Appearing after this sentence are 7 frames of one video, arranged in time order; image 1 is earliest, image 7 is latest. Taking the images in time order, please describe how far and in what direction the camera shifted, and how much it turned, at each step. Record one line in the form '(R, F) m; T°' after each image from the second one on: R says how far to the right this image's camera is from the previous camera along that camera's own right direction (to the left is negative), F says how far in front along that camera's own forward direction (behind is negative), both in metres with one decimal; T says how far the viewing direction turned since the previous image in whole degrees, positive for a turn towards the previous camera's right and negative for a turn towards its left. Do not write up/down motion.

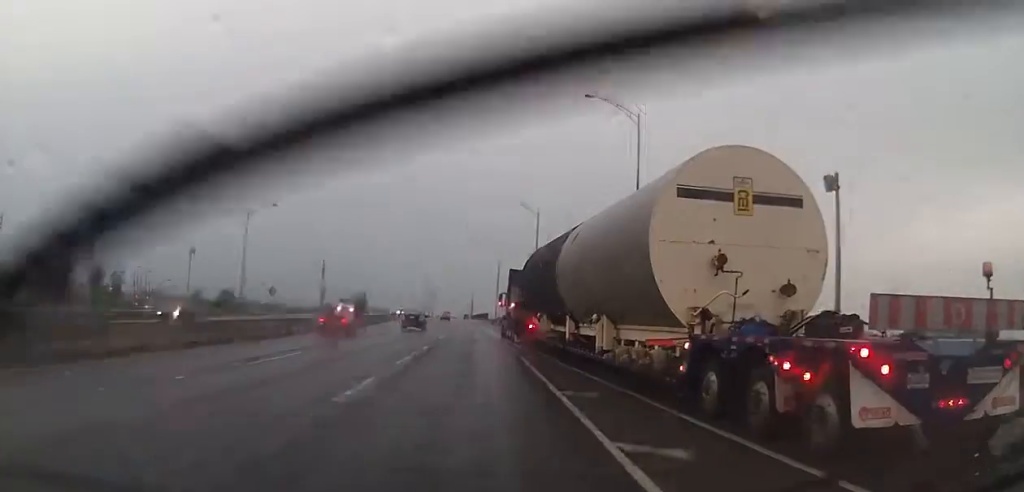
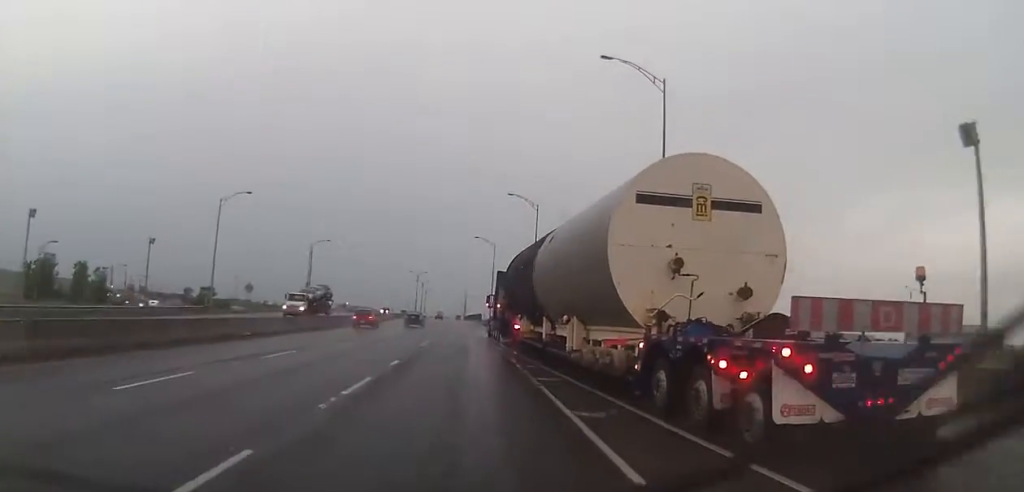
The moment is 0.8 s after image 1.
(+0.1, +7.9) m; 0°
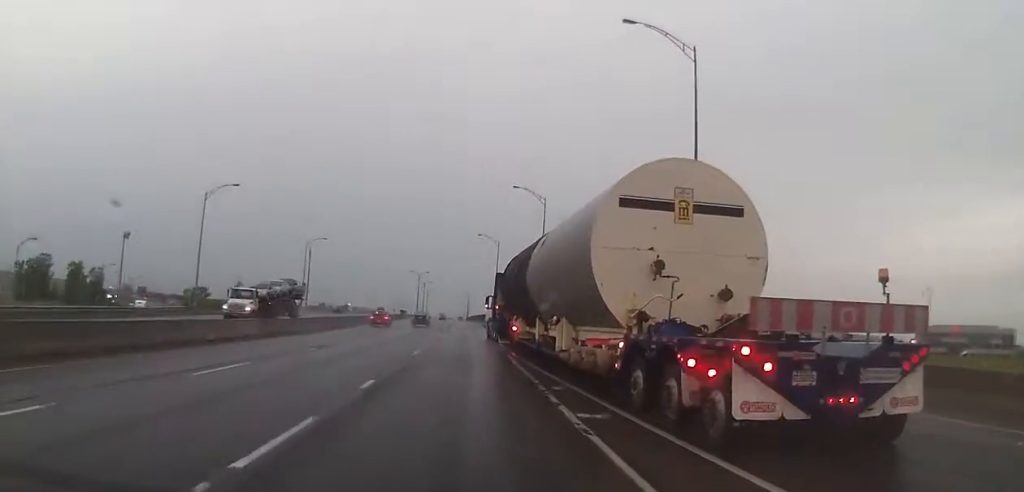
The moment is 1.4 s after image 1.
(+0.2, +5.3) m; -1°
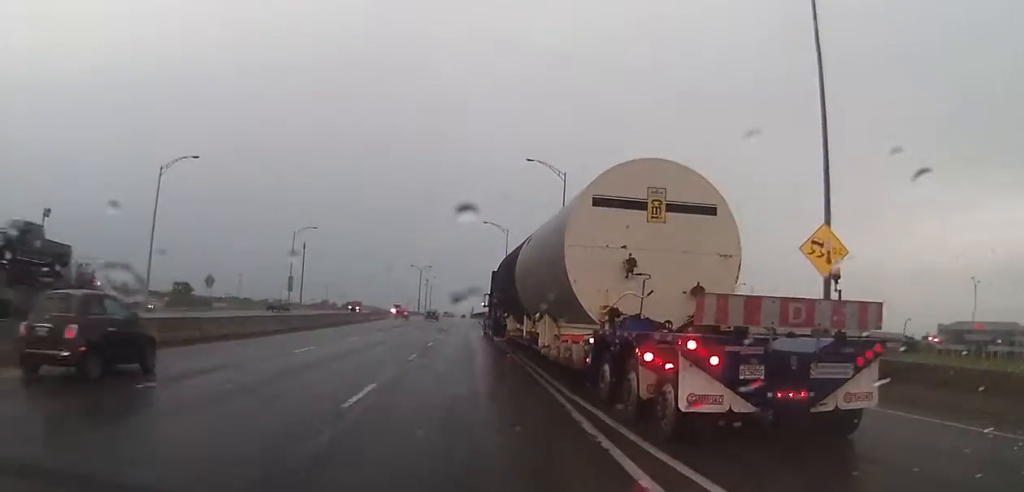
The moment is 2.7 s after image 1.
(-0.5, +12.5) m; -1°
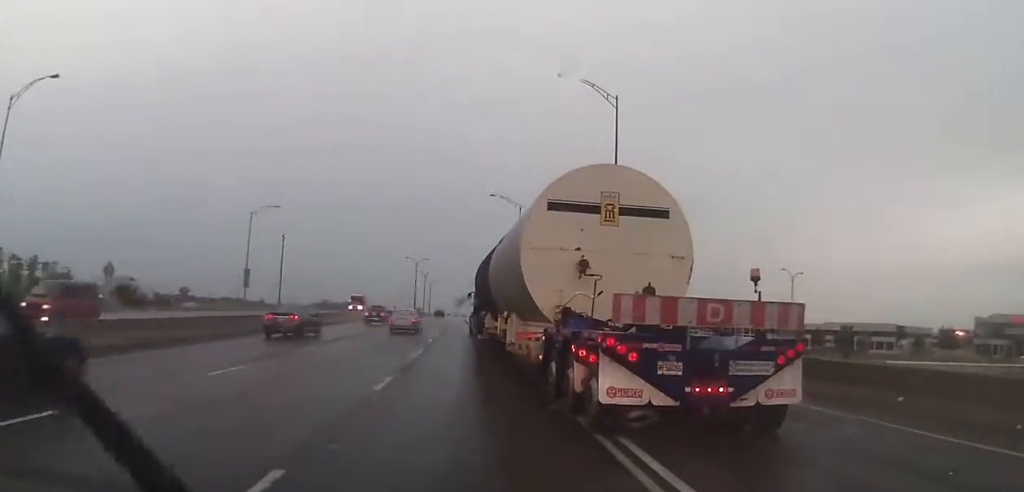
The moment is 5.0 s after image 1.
(+0.5, +23.4) m; 0°
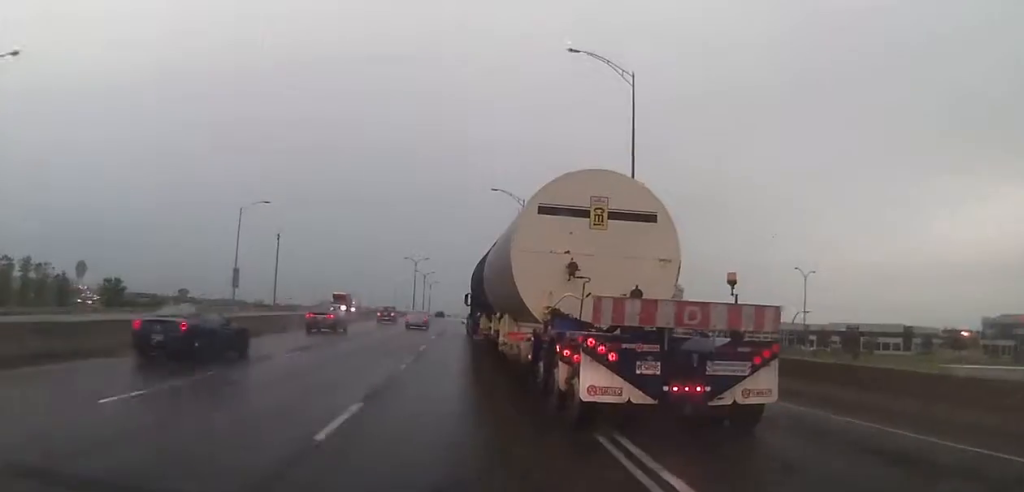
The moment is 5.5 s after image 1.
(0.0, +4.6) m; -1°
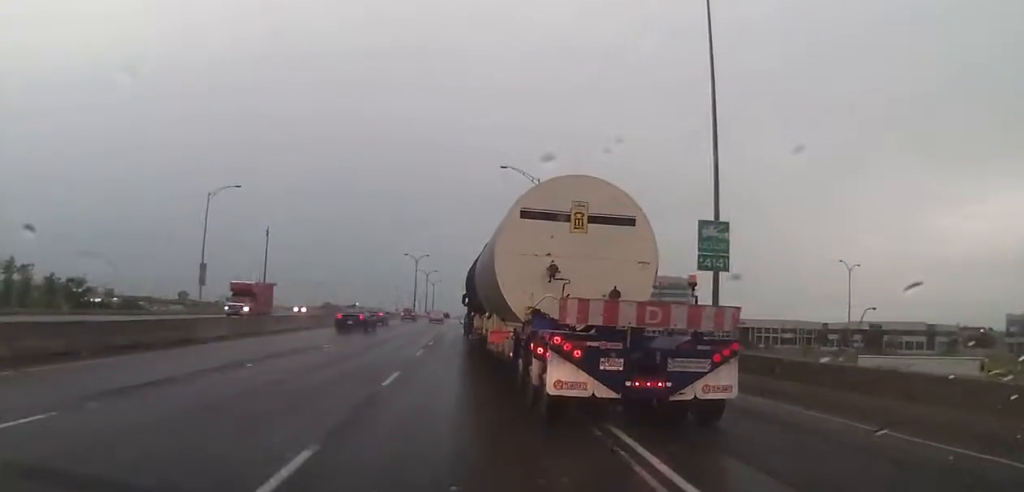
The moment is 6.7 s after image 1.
(-0.1, +12.7) m; 0°
